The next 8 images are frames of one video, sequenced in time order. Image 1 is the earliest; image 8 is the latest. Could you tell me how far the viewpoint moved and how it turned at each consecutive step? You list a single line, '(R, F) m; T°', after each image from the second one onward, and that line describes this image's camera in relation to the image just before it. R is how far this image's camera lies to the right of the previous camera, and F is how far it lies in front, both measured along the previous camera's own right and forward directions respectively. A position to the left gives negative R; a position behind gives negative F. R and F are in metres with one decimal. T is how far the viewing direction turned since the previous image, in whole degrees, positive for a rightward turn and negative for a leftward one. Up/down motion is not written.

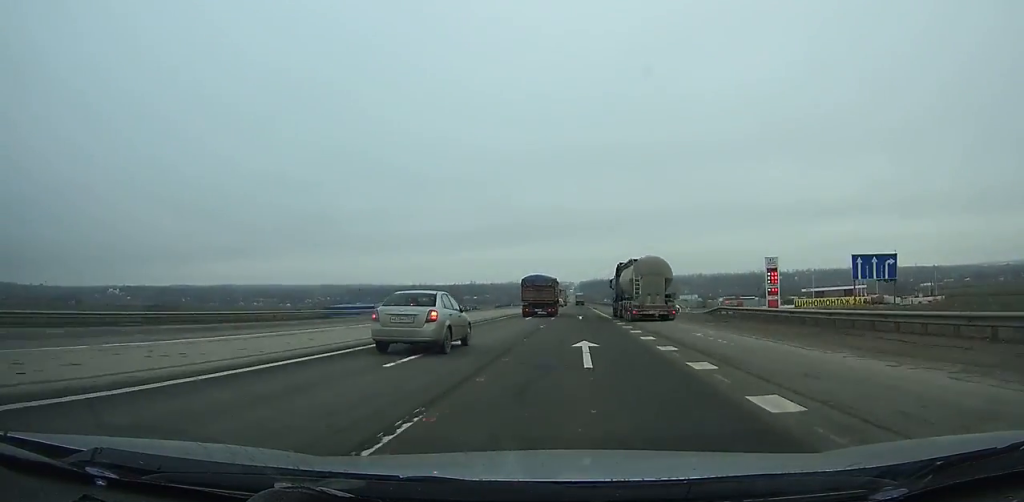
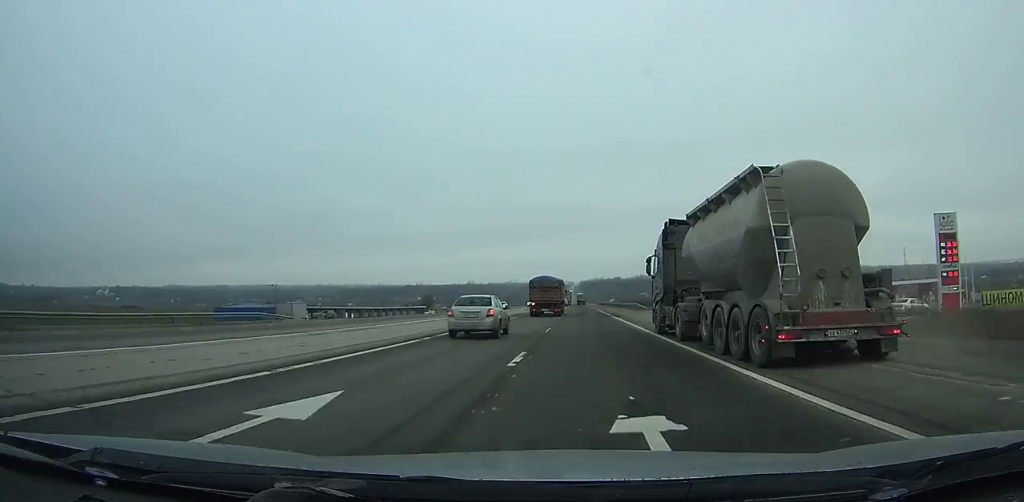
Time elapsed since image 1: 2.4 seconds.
(+0.1, +40.7) m; 0°
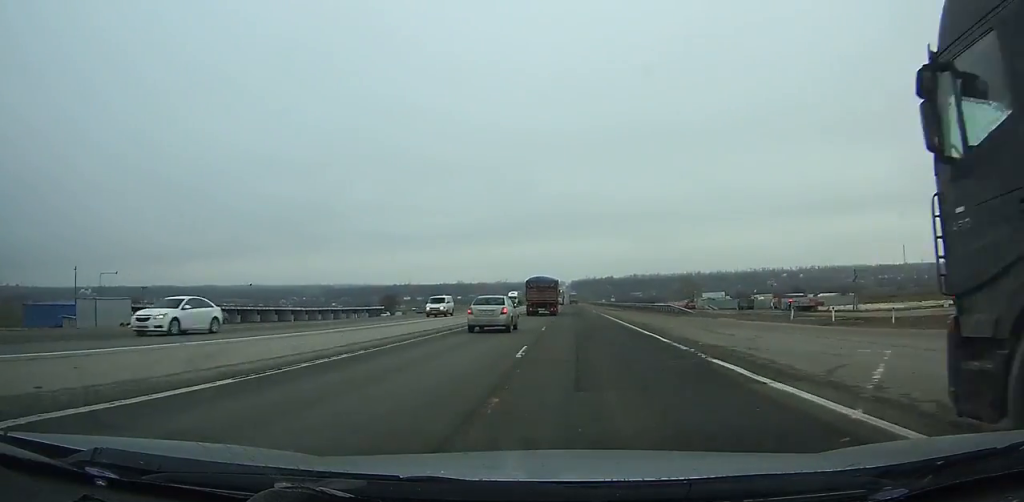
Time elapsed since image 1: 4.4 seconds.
(+0.2, +34.9) m; 0°
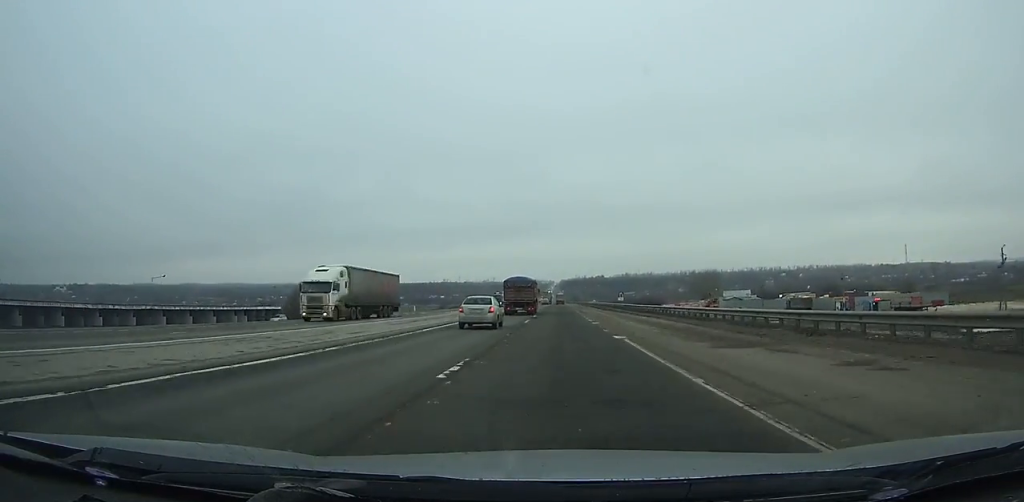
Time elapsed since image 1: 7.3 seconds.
(+0.1, +51.3) m; 0°
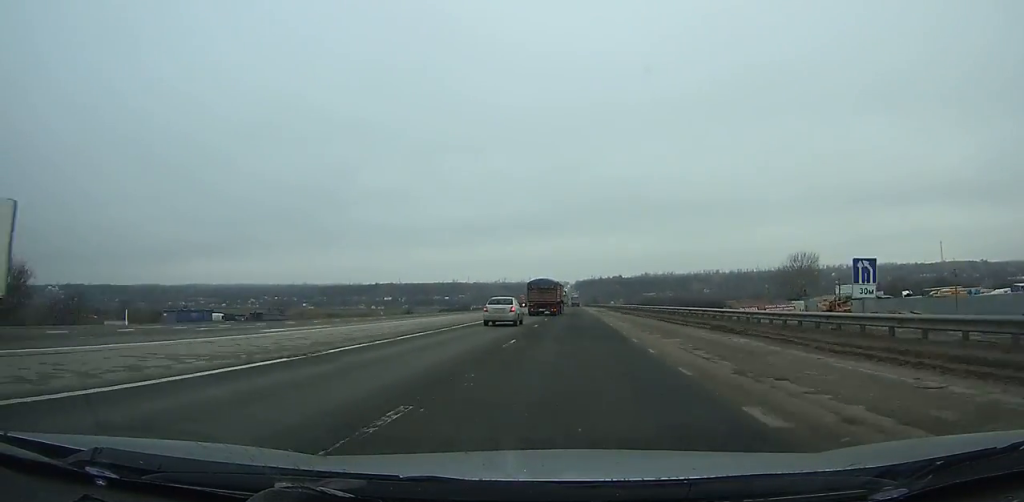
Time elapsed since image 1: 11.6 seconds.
(-0.6, +76.7) m; 0°
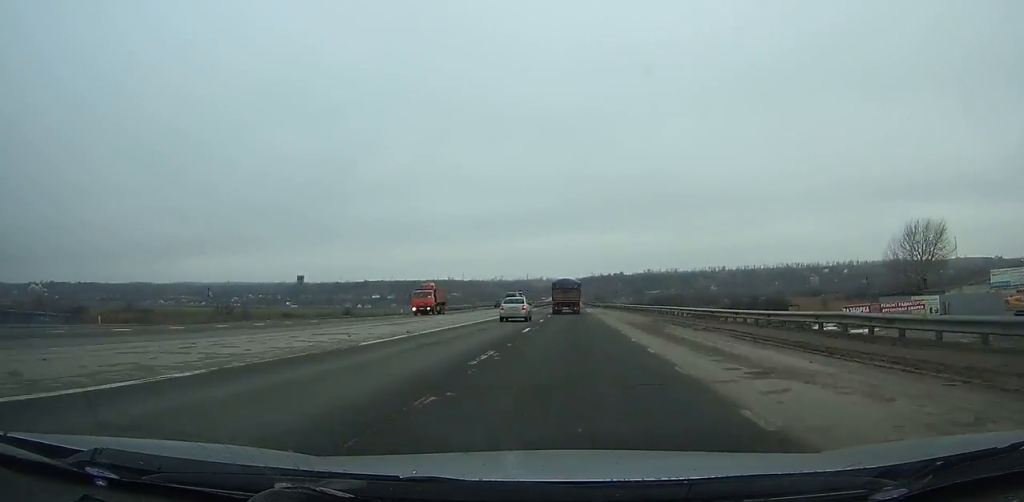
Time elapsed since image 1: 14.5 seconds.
(+0.2, +51.3) m; 0°
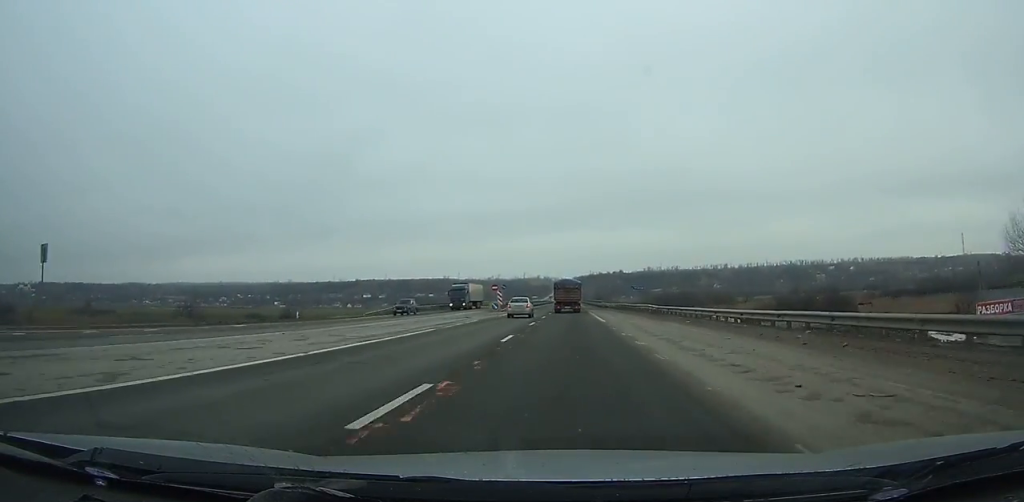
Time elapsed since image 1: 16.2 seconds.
(0.0, +29.6) m; 0°
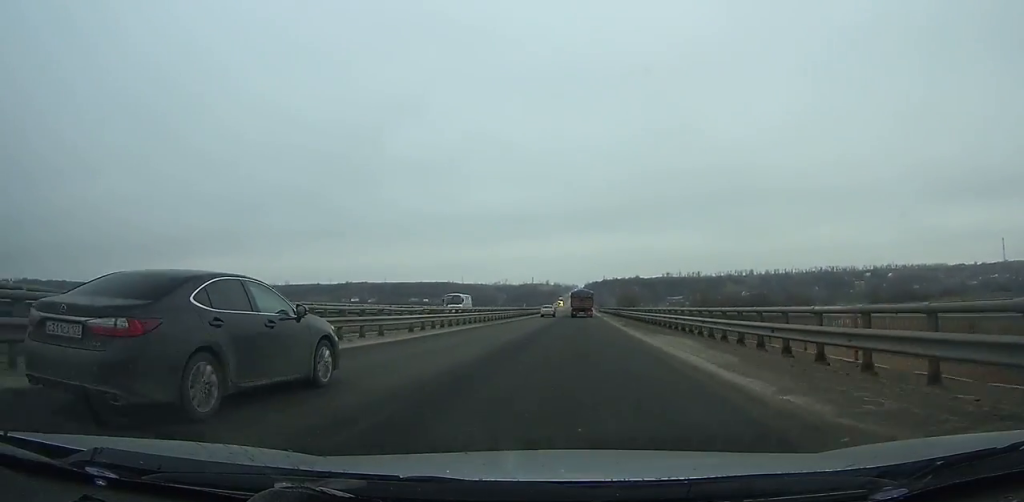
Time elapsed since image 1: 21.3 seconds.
(-0.4, +88.1) m; 0°
